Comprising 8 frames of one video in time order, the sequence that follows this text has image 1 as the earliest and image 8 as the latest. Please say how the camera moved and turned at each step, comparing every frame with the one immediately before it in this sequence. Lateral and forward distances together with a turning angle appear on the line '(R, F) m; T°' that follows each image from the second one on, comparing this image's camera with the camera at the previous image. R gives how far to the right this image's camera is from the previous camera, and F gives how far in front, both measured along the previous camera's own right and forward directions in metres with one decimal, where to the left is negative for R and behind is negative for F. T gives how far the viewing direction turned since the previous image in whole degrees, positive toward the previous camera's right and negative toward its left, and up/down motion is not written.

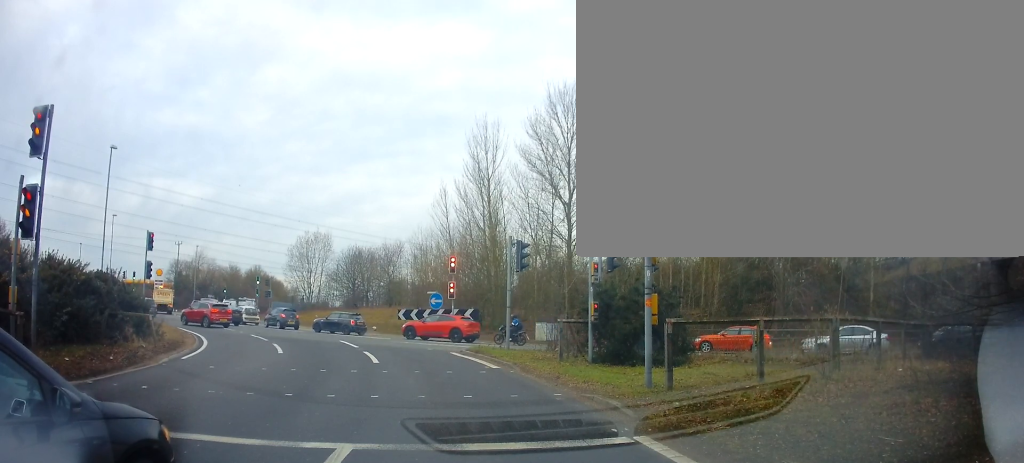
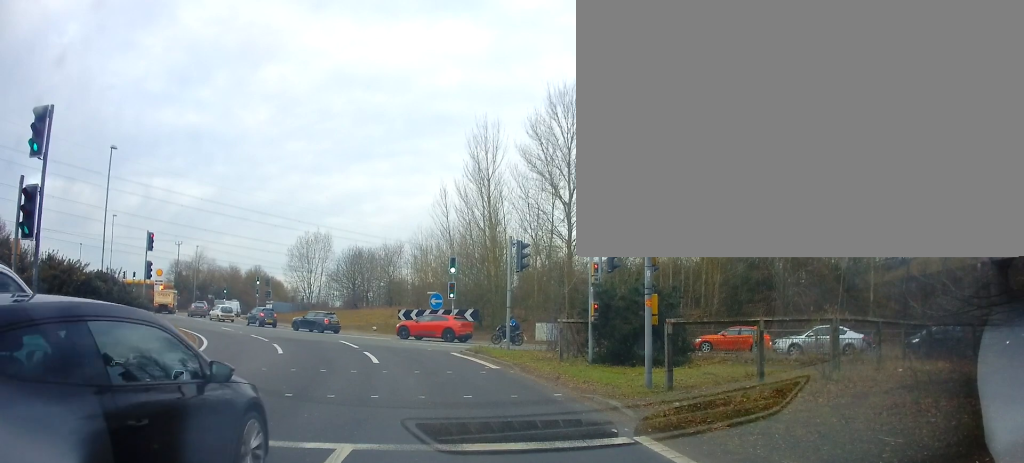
(0.0, +0.3) m; 0°
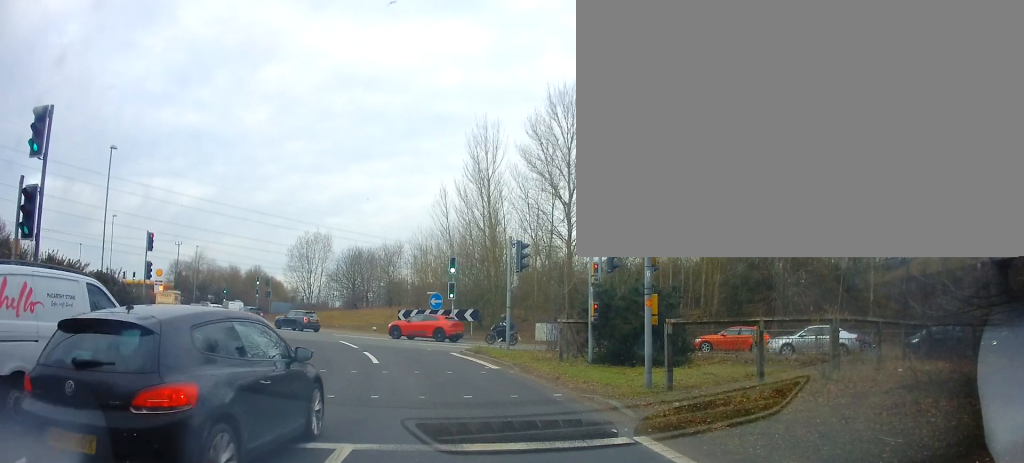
(0.0, 0.0) m; 0°
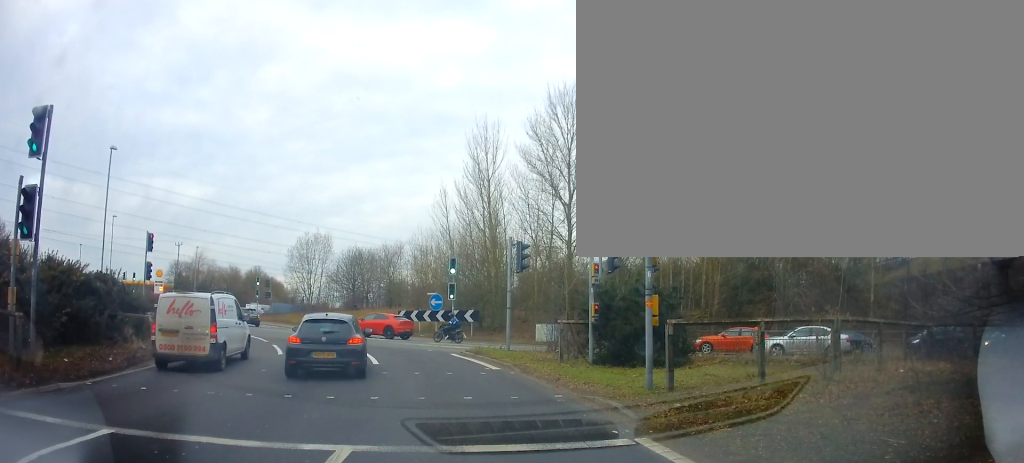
(0.0, +0.3) m; 0°
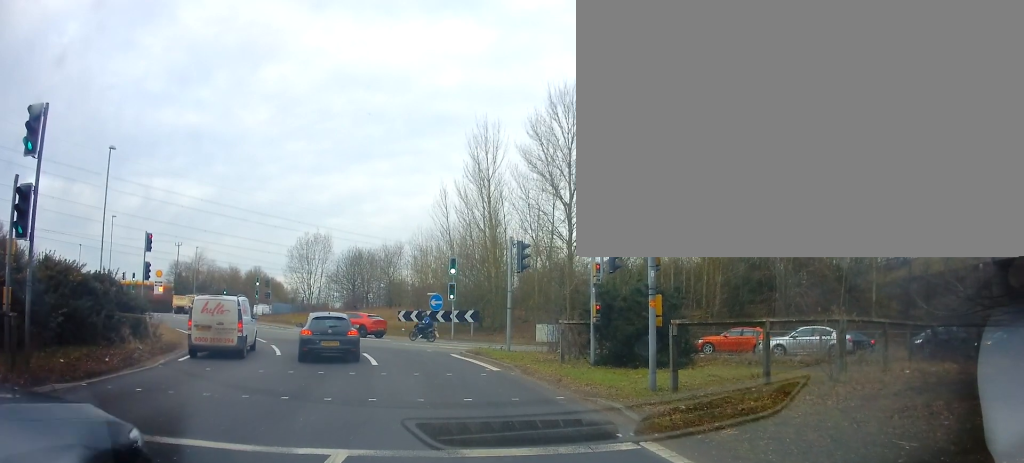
(0.0, +0.2) m; 0°
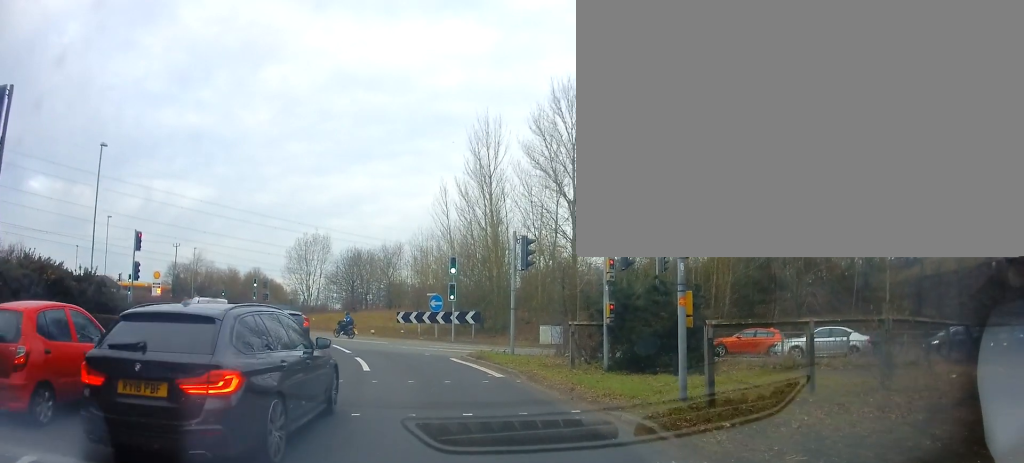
(-0.1, +1.4) m; -1°
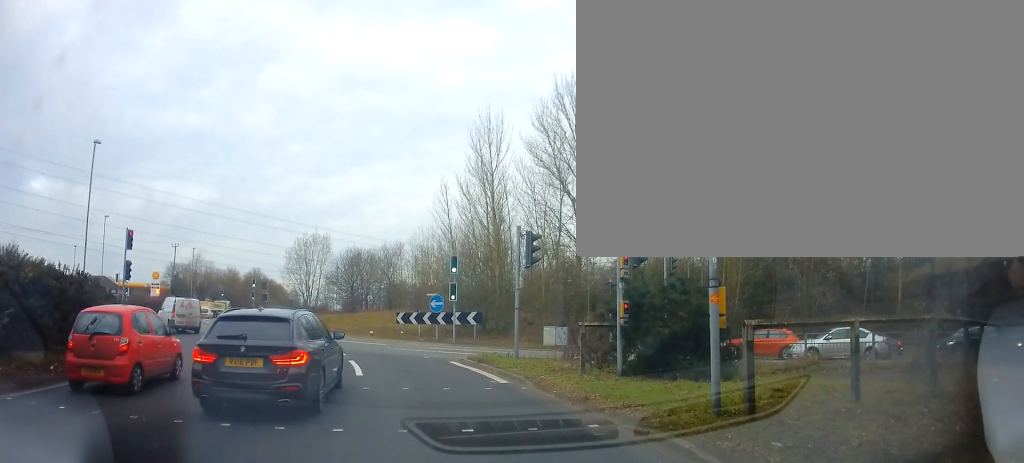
(-0.1, +1.0) m; -1°
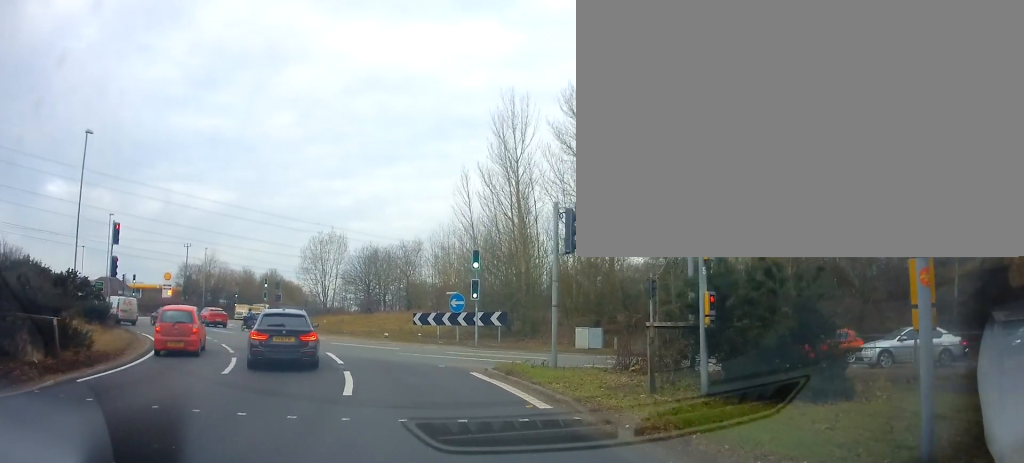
(+0.1, +3.2) m; 0°
